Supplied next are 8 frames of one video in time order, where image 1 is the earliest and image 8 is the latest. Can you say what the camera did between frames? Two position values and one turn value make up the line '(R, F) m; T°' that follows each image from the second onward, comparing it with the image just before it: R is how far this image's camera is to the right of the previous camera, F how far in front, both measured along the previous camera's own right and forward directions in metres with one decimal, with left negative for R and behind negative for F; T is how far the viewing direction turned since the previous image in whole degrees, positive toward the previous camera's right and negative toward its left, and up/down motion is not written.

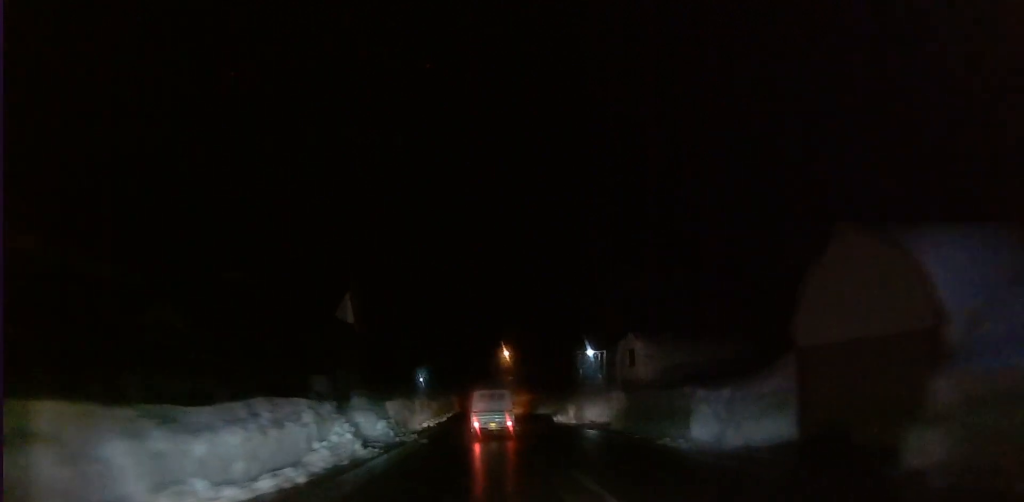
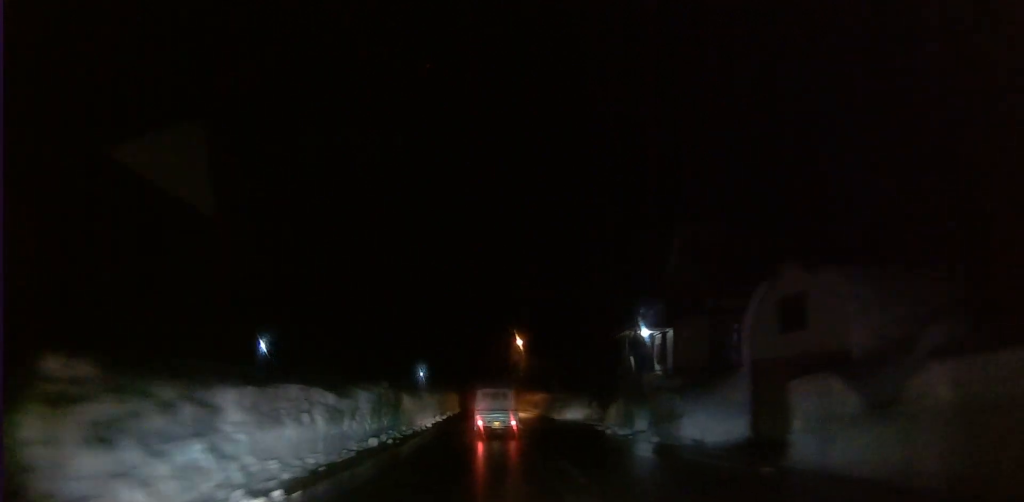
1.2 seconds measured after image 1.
(0.0, +17.1) m; 0°
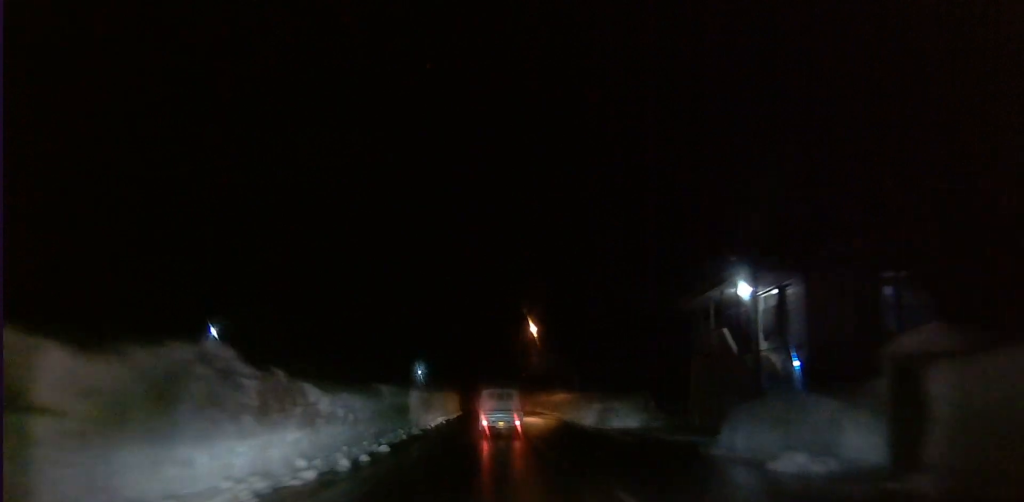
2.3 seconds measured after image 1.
(0.0, +15.1) m; +1°
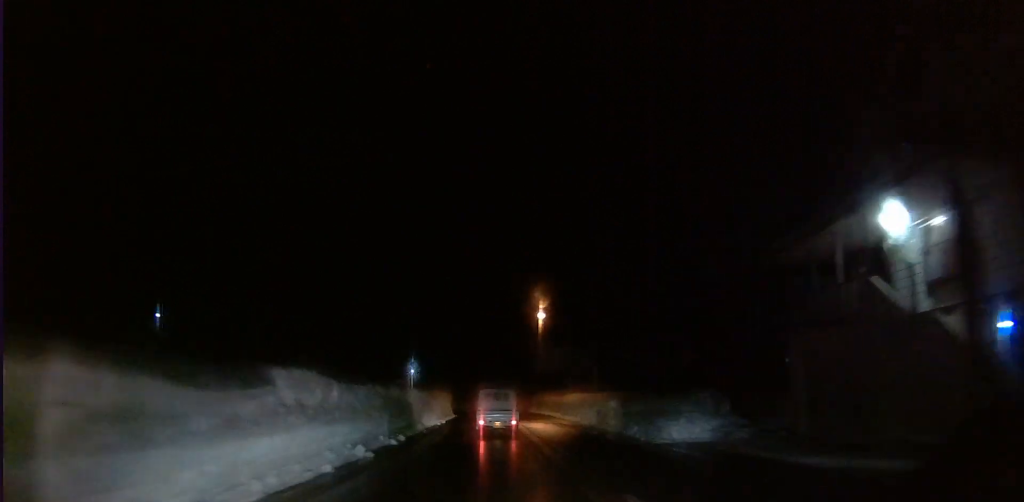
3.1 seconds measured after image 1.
(+0.1, +10.3) m; 0°
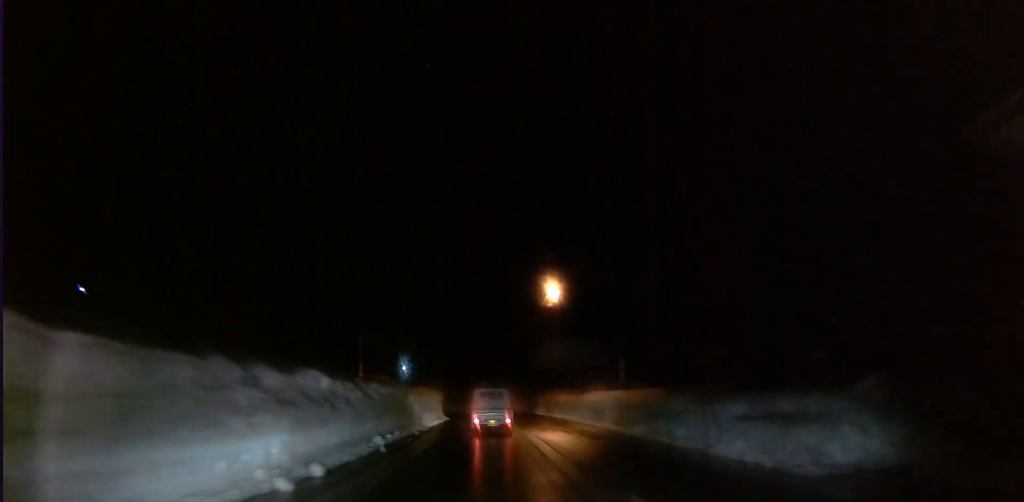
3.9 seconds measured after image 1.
(0.0, +10.2) m; 0°
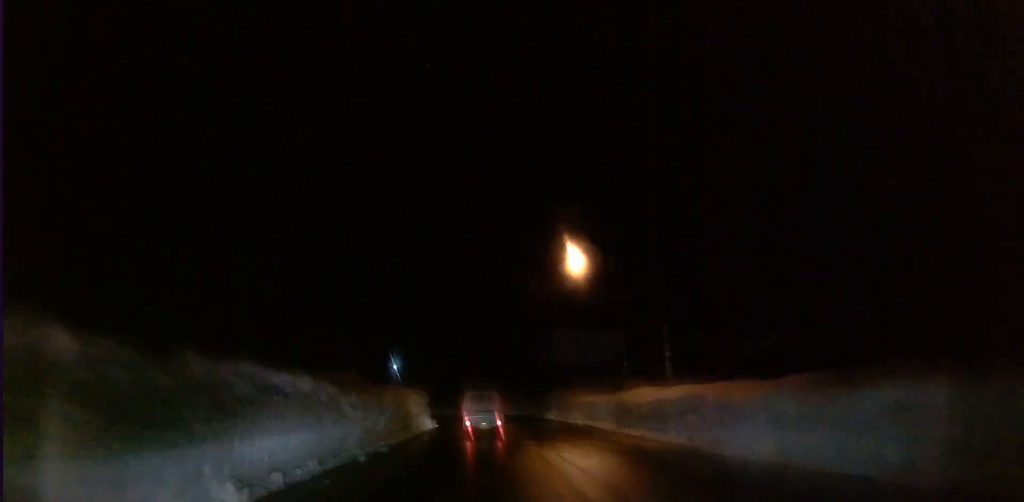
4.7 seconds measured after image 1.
(0.0, +10.6) m; 0°
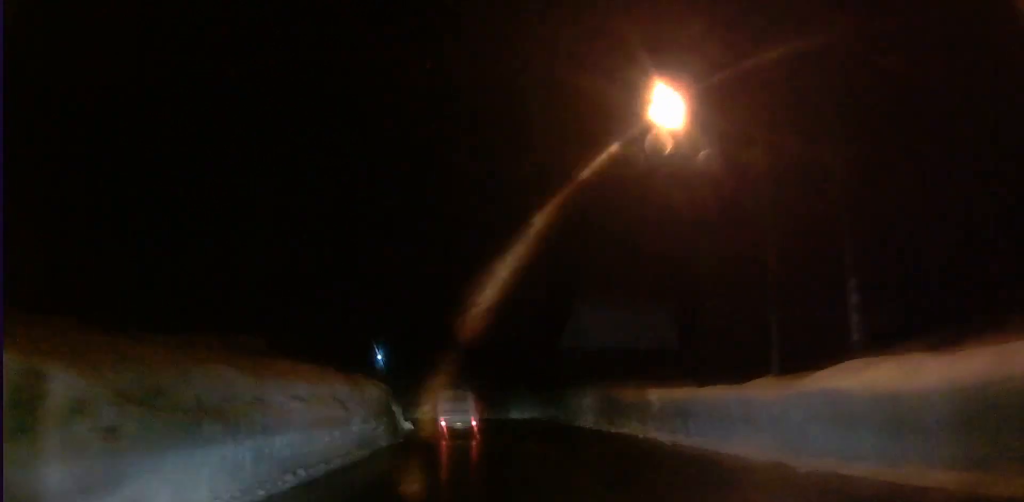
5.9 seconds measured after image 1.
(-0.2, +16.5) m; -1°
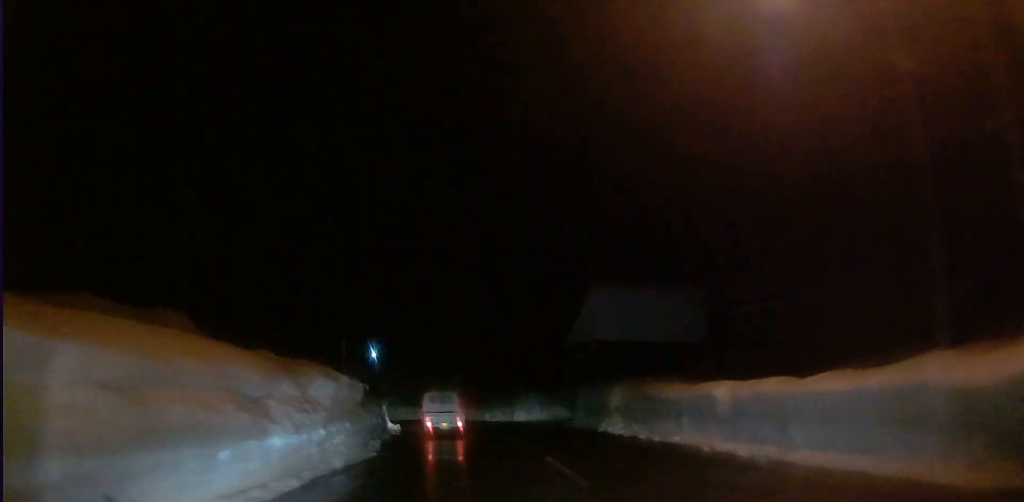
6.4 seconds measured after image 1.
(-0.1, +6.3) m; 0°
